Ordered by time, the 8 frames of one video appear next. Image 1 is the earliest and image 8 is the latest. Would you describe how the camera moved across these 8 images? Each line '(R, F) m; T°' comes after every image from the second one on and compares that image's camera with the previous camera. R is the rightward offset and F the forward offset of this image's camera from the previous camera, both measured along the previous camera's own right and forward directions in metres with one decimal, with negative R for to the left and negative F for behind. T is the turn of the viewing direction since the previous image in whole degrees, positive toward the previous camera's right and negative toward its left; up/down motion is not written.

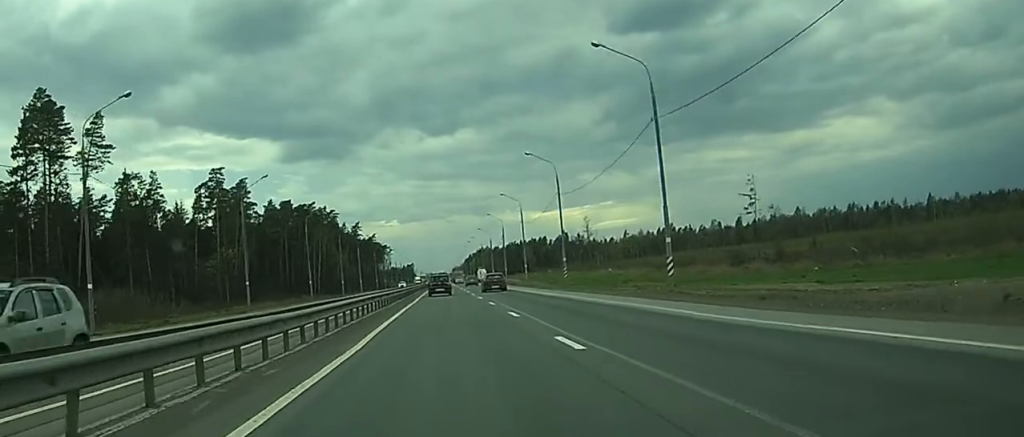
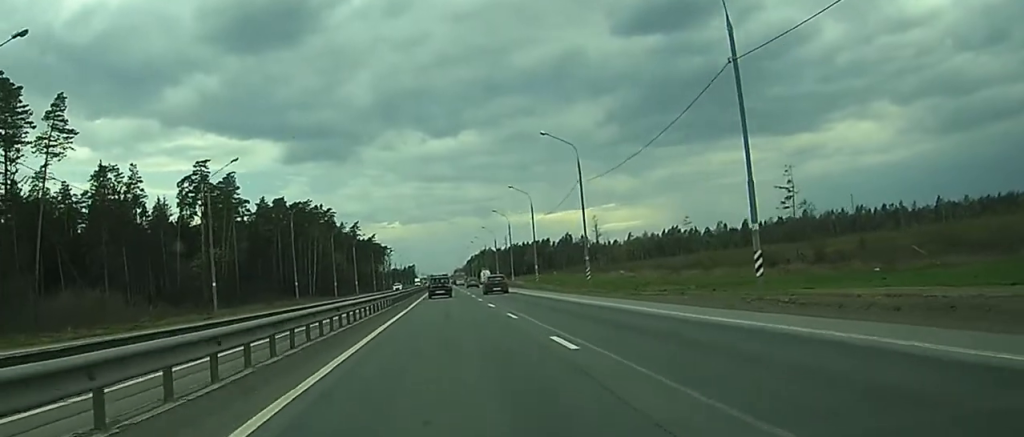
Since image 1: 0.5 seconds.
(+0.1, +11.4) m; +1°
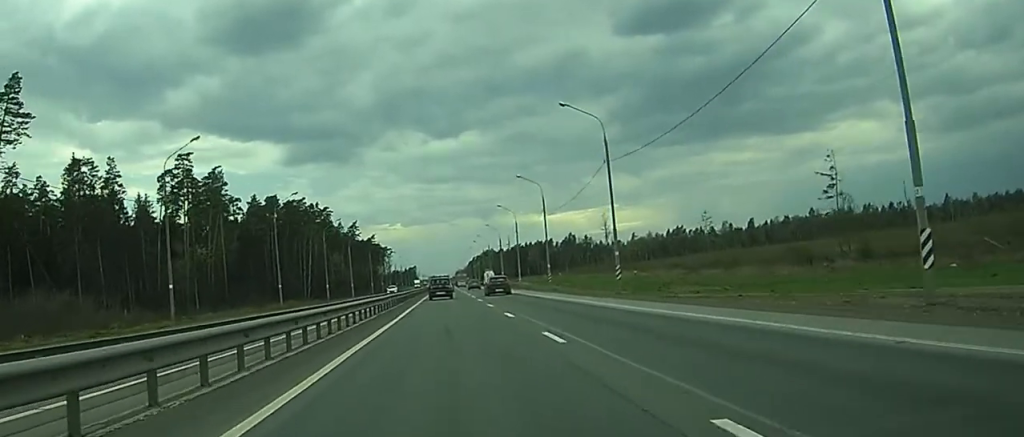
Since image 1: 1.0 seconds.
(+0.2, +10.4) m; +1°
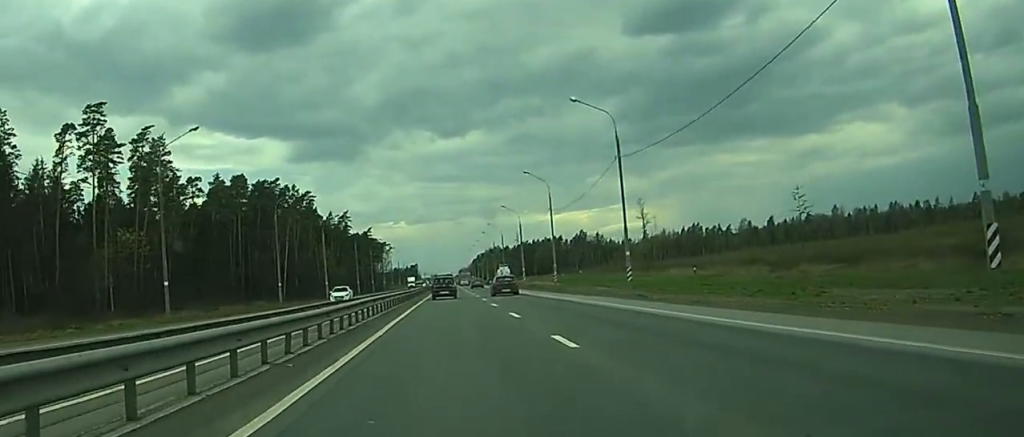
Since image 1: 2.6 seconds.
(0.0, +35.9) m; -1°
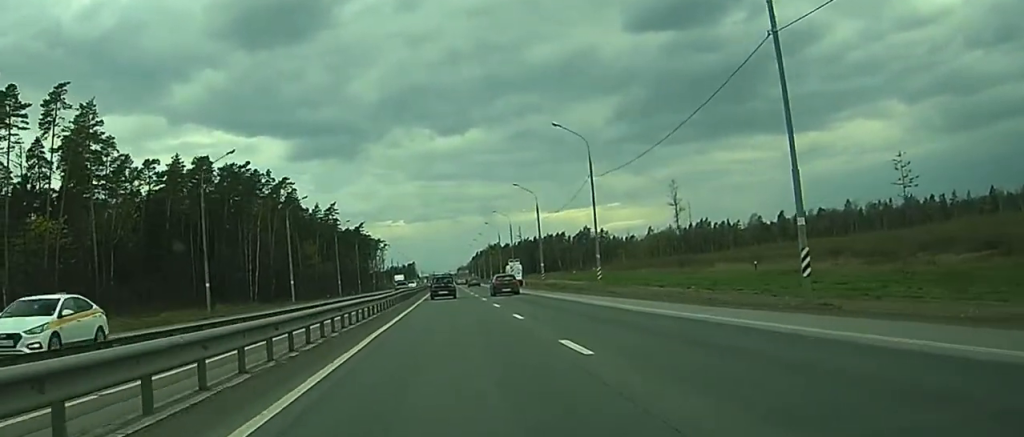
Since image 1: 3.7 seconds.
(-0.5, +25.0) m; -1°
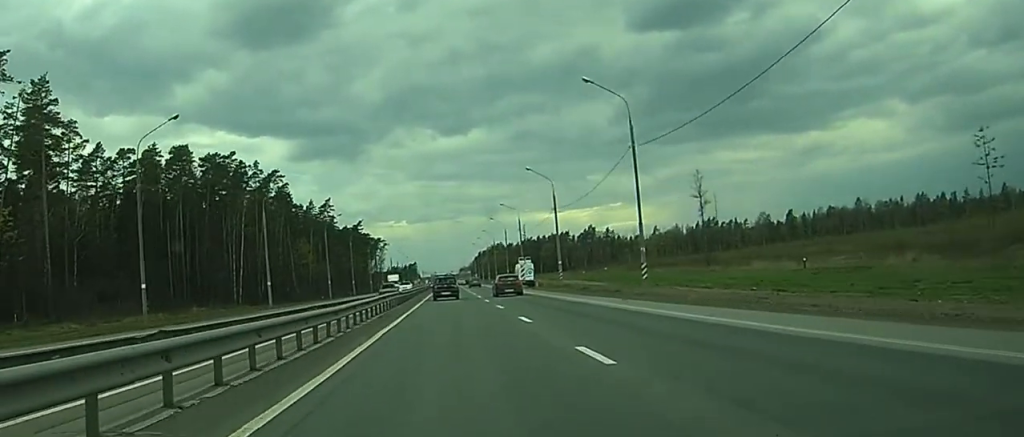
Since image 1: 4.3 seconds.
(-0.2, +13.3) m; 0°
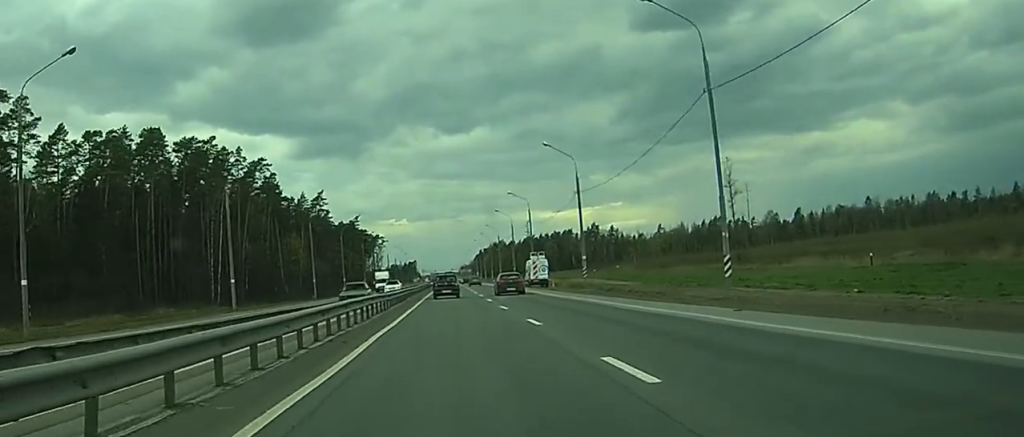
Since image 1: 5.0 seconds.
(+0.2, +14.0) m; 0°
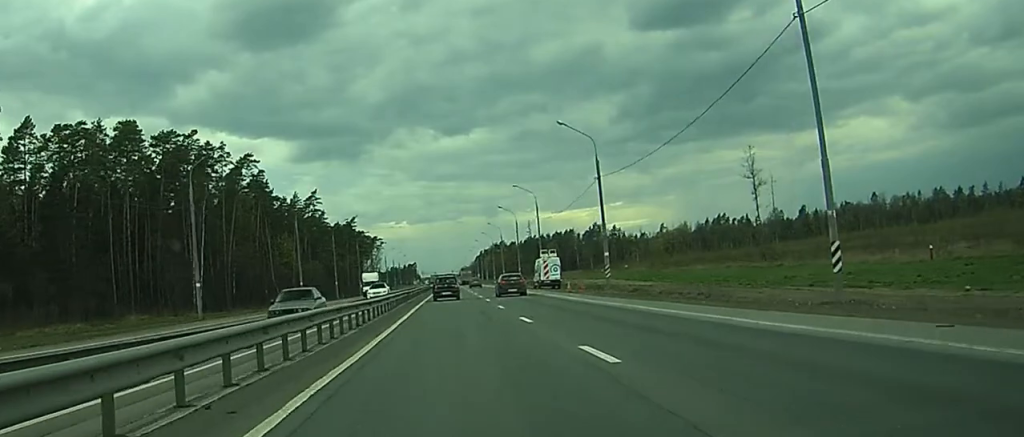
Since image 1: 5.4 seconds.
(0.0, +9.6) m; 0°
